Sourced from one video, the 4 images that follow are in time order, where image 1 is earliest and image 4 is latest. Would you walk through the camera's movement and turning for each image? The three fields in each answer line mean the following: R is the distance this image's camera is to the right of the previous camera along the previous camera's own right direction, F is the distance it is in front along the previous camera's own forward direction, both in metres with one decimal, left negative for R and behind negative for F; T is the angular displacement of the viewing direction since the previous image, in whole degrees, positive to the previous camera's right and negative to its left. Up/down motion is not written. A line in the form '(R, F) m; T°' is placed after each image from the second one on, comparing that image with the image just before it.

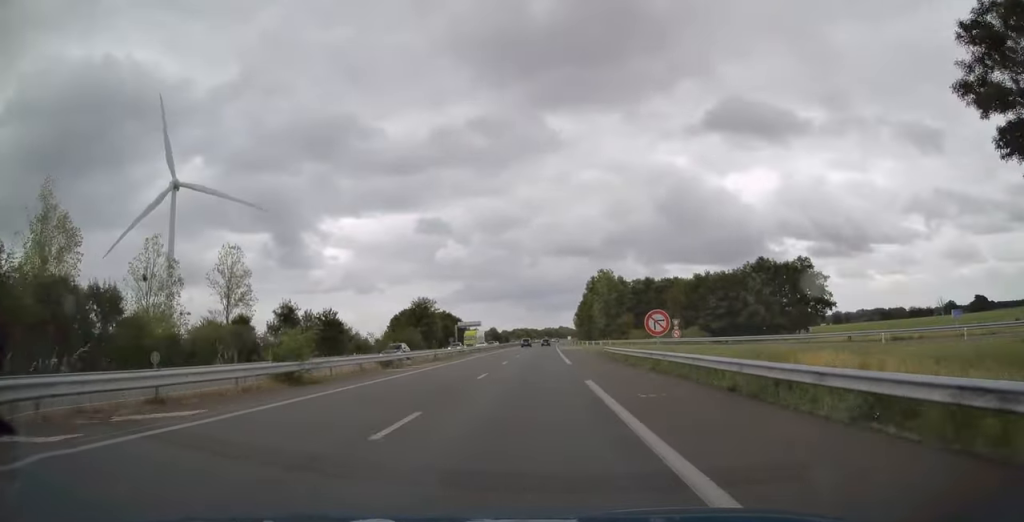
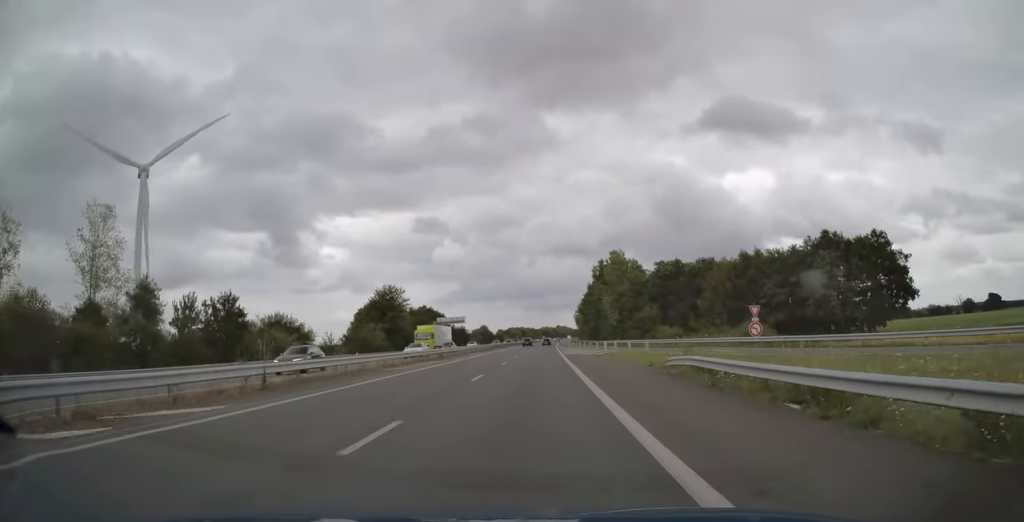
(-0.1, +27.3) m; +1°
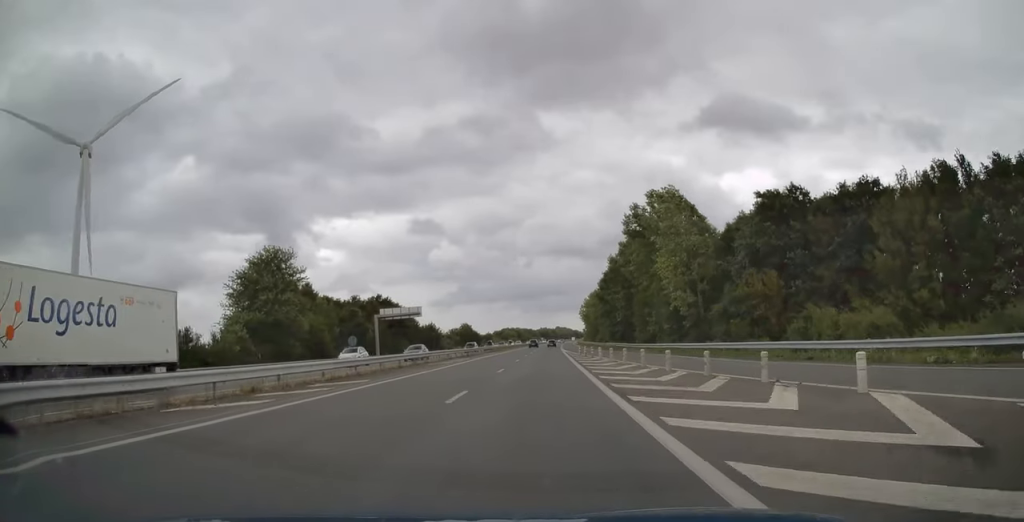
(+0.2, +46.1) m; 0°
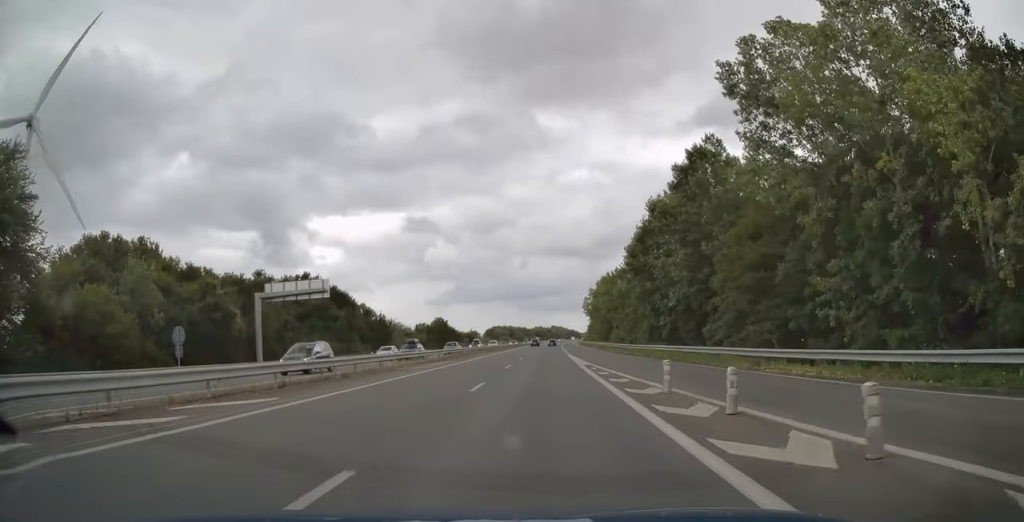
(0.0, +36.4) m; 0°
